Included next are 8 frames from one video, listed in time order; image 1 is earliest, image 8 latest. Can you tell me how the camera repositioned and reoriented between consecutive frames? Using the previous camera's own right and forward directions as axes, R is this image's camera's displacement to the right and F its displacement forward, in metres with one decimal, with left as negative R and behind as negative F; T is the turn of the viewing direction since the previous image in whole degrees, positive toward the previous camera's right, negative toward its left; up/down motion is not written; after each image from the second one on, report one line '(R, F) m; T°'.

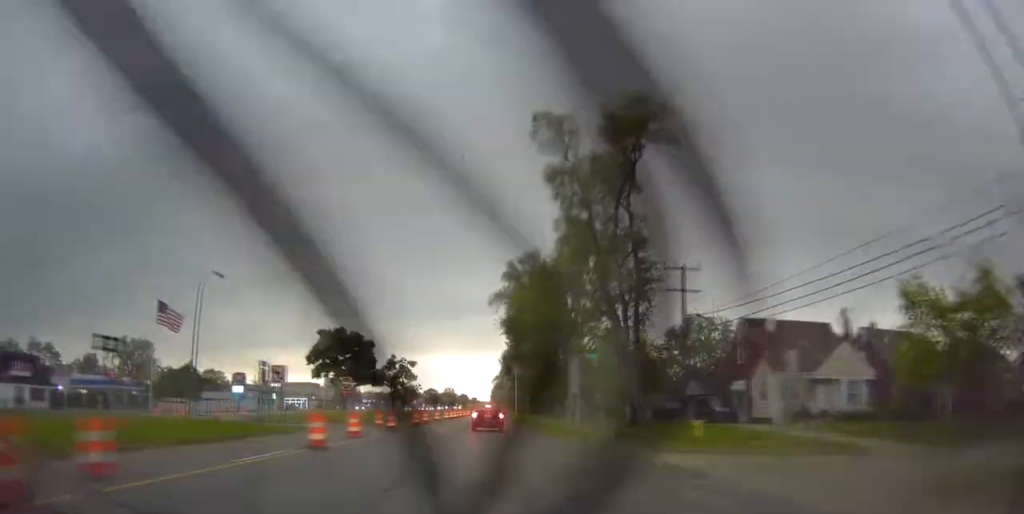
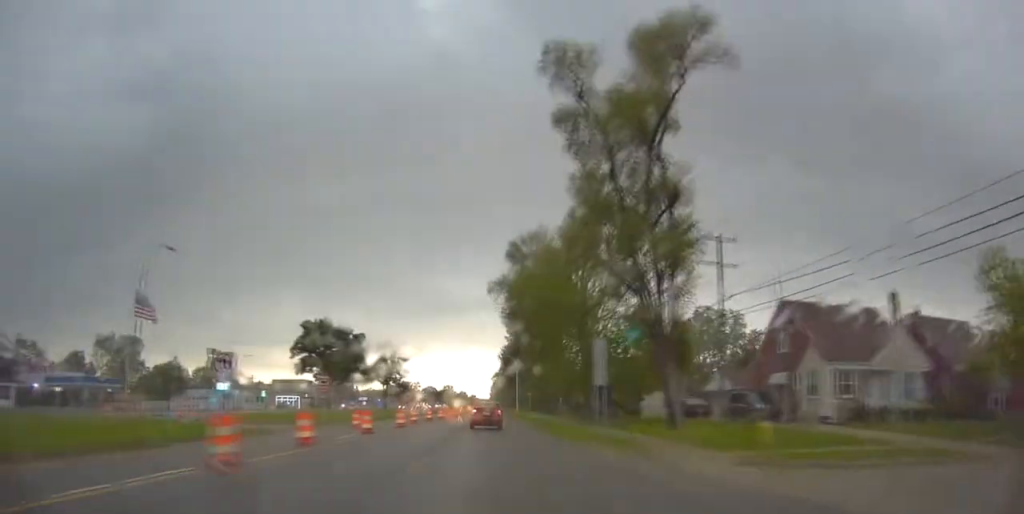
(0.0, +5.5) m; 0°
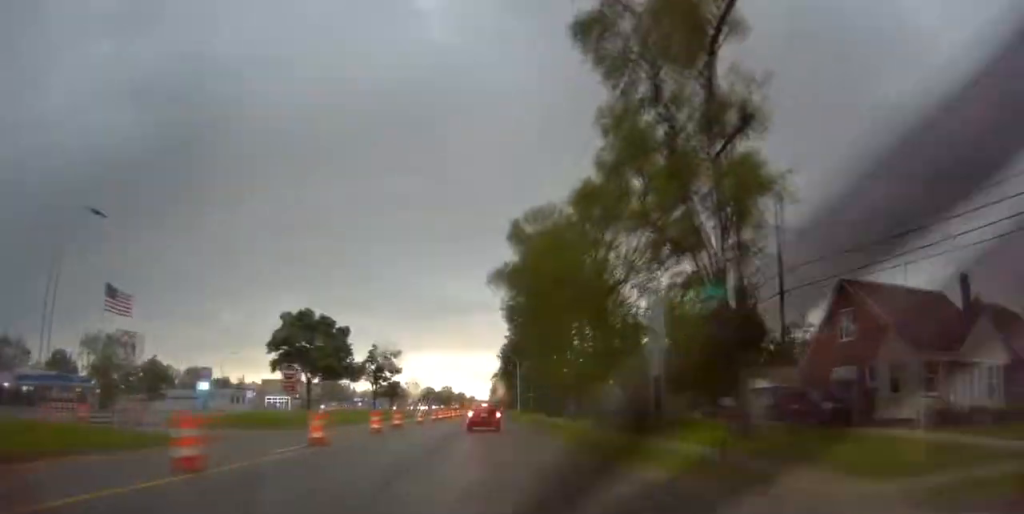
(0.0, +7.3) m; 0°
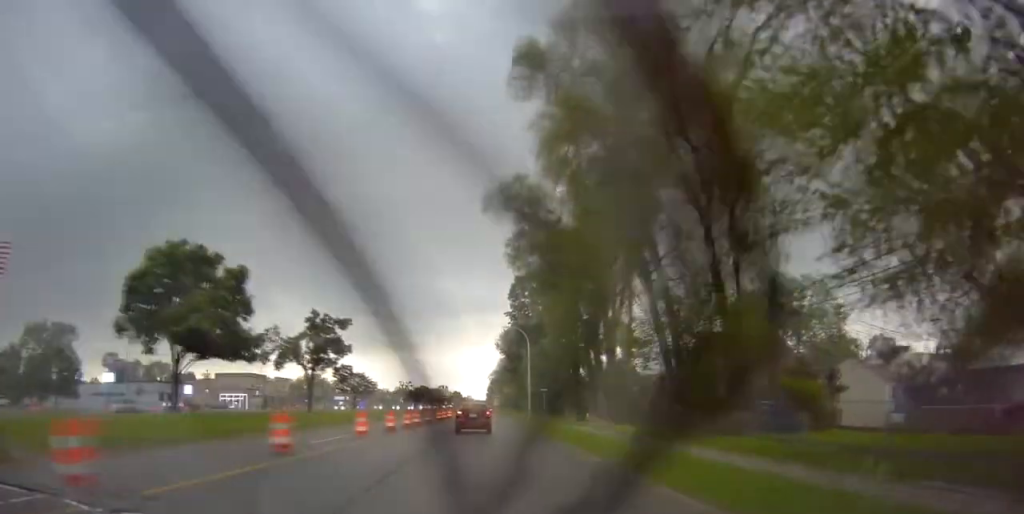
(-0.6, +27.2) m; 0°
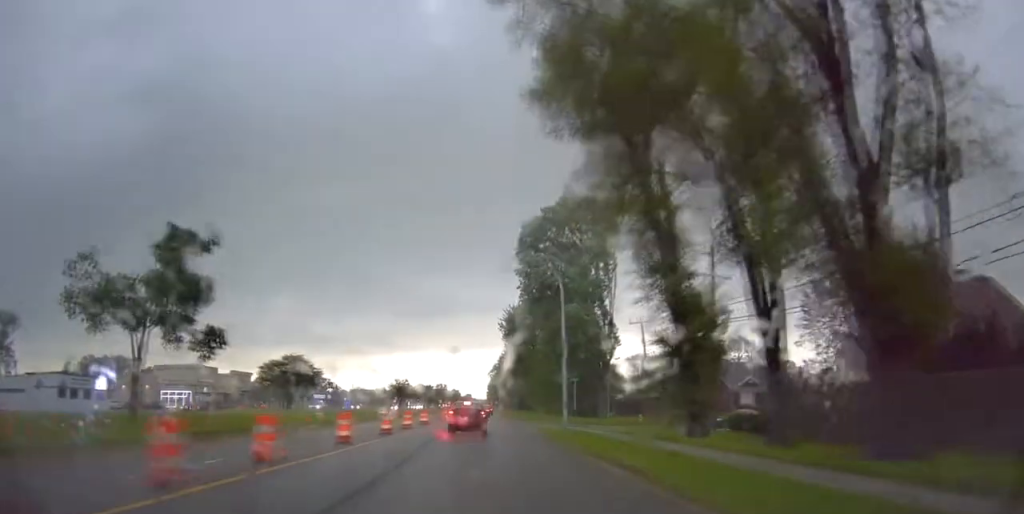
(+0.6, +31.6) m; +1°
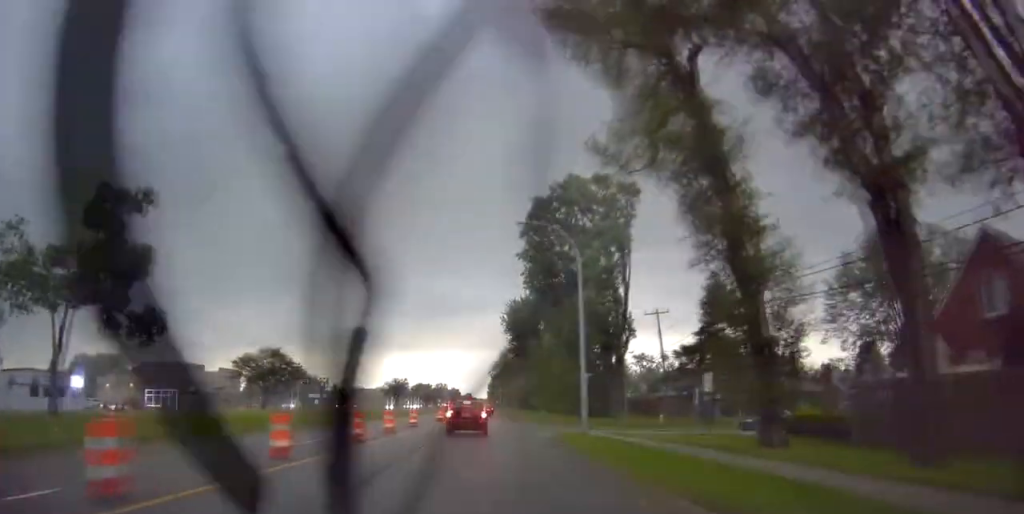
(0.0, +6.7) m; 0°
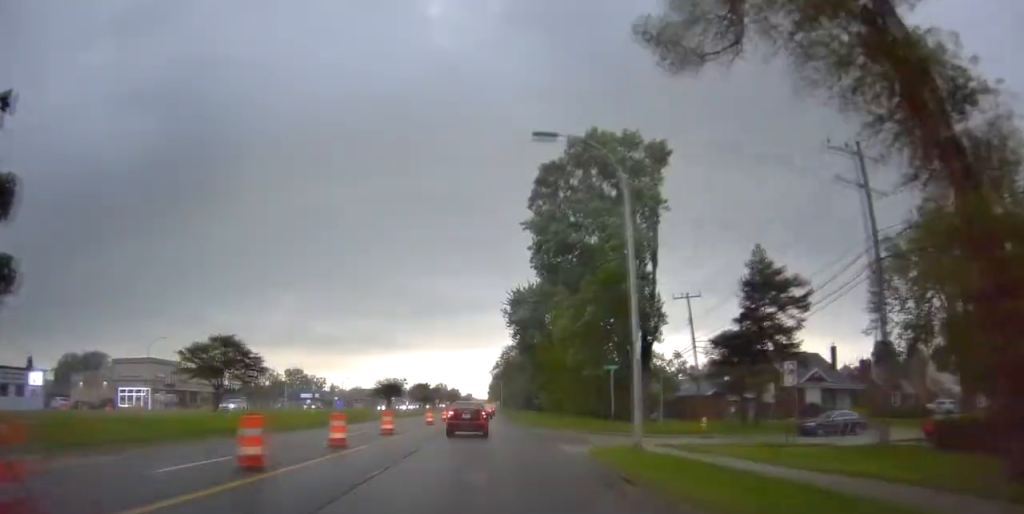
(+0.1, +10.6) m; +1°
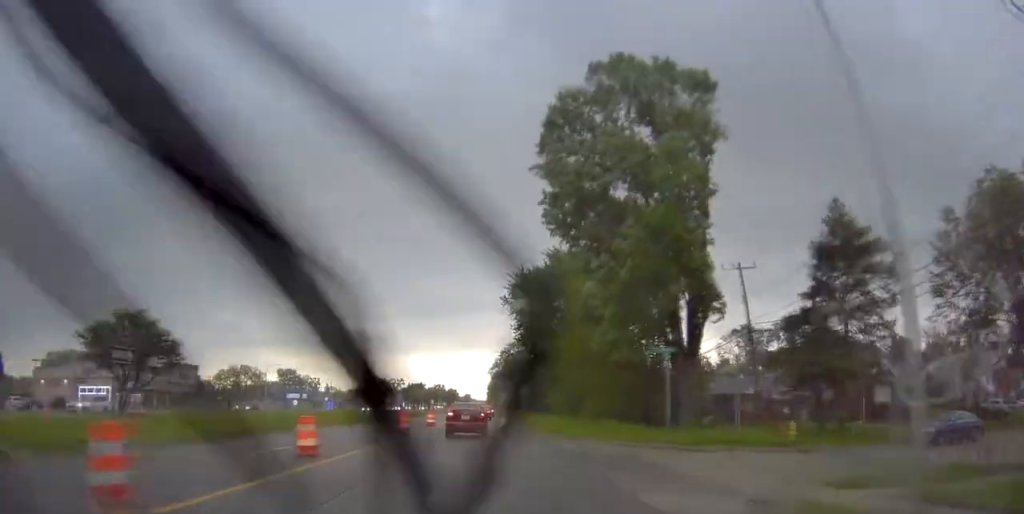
(+0.1, +13.0) m; -2°
